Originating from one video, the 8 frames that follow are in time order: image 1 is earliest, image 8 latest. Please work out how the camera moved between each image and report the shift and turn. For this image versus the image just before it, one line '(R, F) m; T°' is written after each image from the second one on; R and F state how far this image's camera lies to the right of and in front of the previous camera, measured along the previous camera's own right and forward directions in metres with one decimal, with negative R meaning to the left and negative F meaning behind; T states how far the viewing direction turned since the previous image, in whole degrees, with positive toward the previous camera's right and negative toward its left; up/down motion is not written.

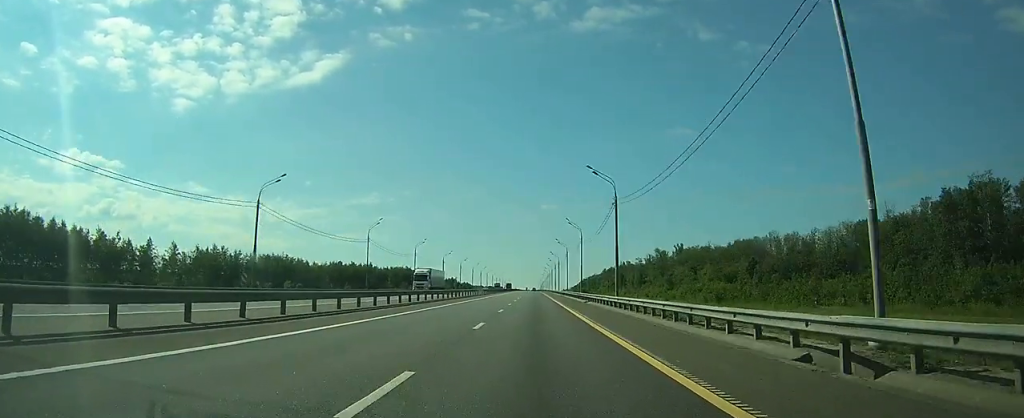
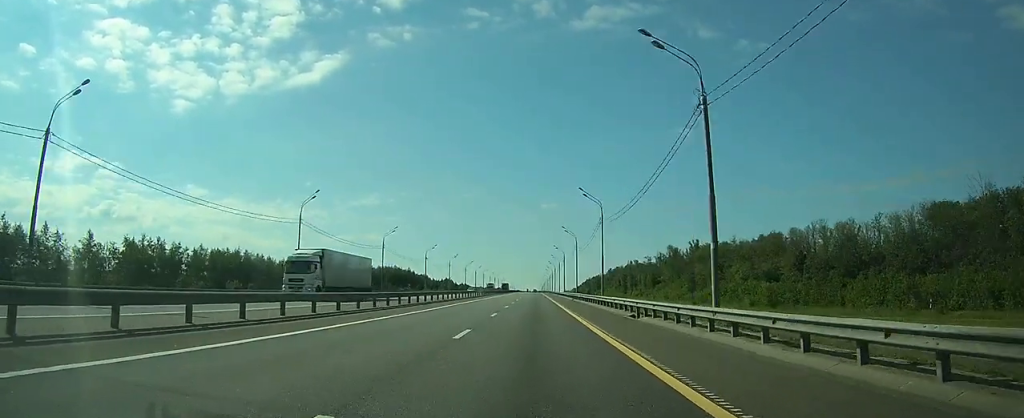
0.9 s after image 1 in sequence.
(+0.1, +26.7) m; 0°
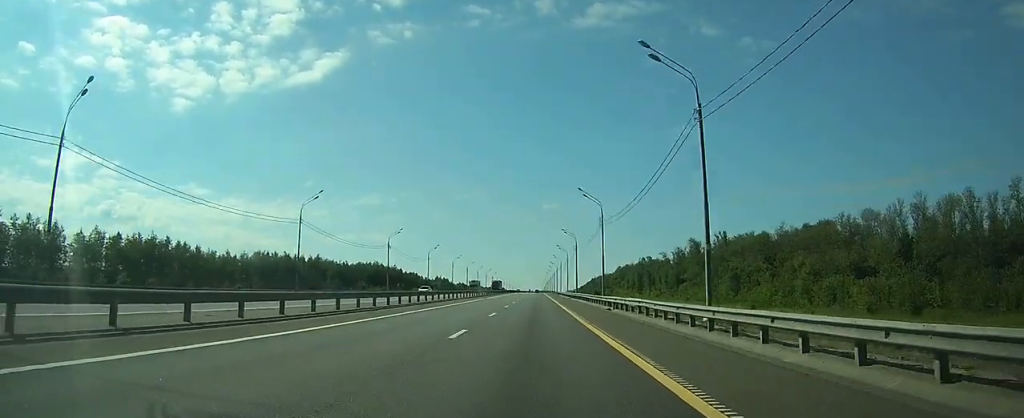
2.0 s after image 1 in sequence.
(-0.1, +35.9) m; 0°
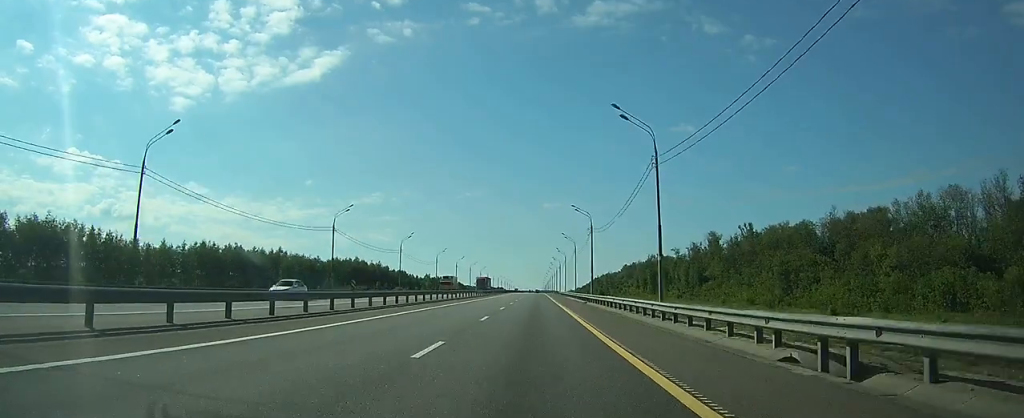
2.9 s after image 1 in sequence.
(0.0, +27.7) m; 0°
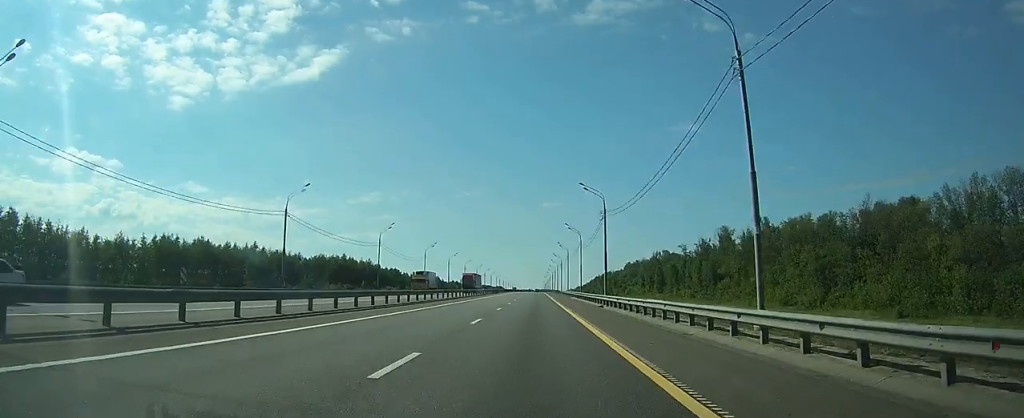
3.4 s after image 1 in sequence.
(0.0, +14.4) m; 0°
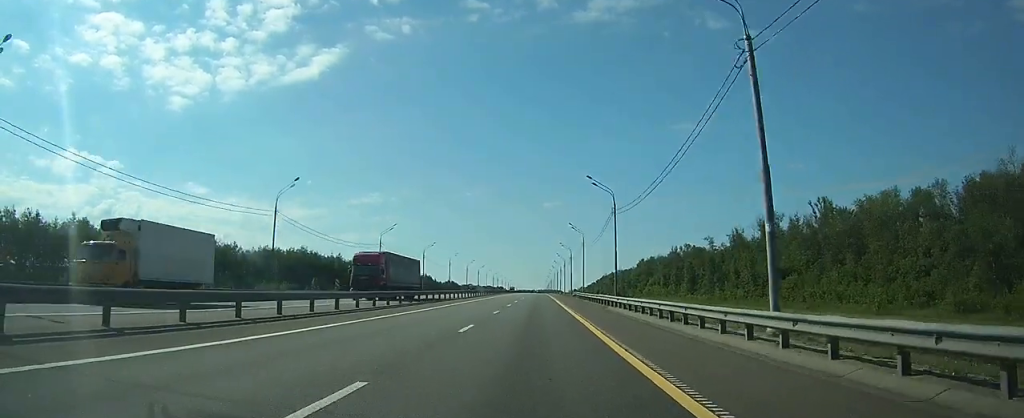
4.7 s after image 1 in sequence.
(0.0, +39.2) m; 0°
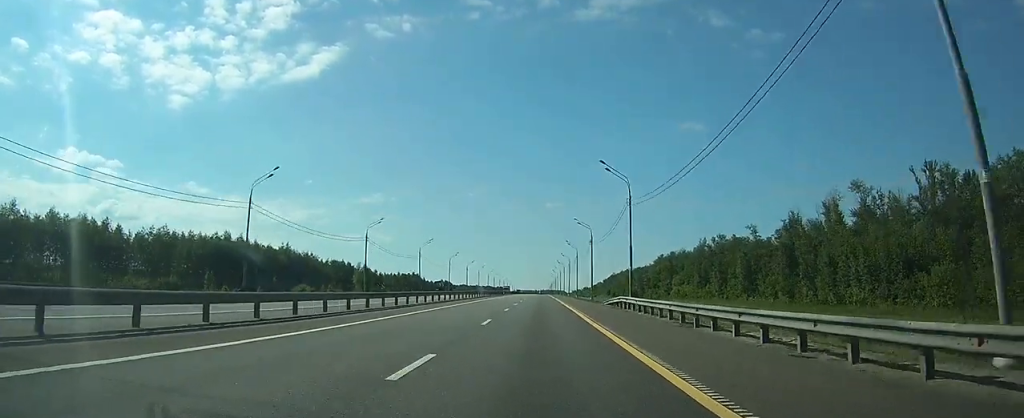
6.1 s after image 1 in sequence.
(-0.1, +44.4) m; 0°
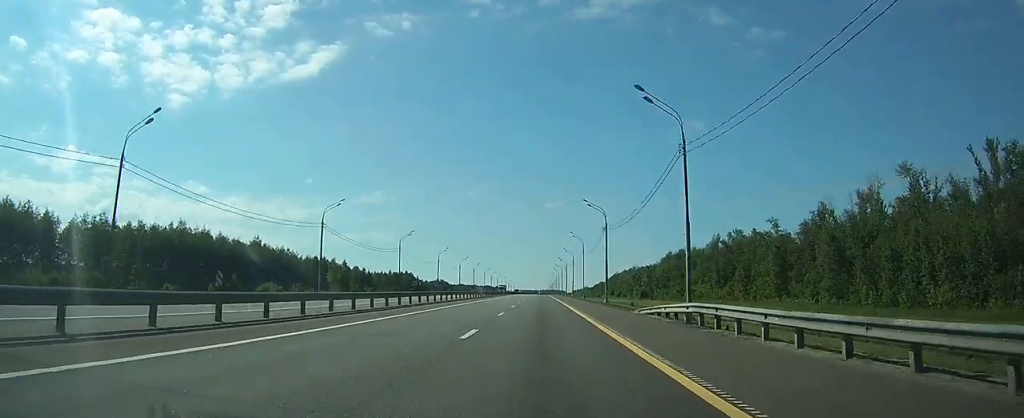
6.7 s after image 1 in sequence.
(0.0, +17.6) m; 0°
